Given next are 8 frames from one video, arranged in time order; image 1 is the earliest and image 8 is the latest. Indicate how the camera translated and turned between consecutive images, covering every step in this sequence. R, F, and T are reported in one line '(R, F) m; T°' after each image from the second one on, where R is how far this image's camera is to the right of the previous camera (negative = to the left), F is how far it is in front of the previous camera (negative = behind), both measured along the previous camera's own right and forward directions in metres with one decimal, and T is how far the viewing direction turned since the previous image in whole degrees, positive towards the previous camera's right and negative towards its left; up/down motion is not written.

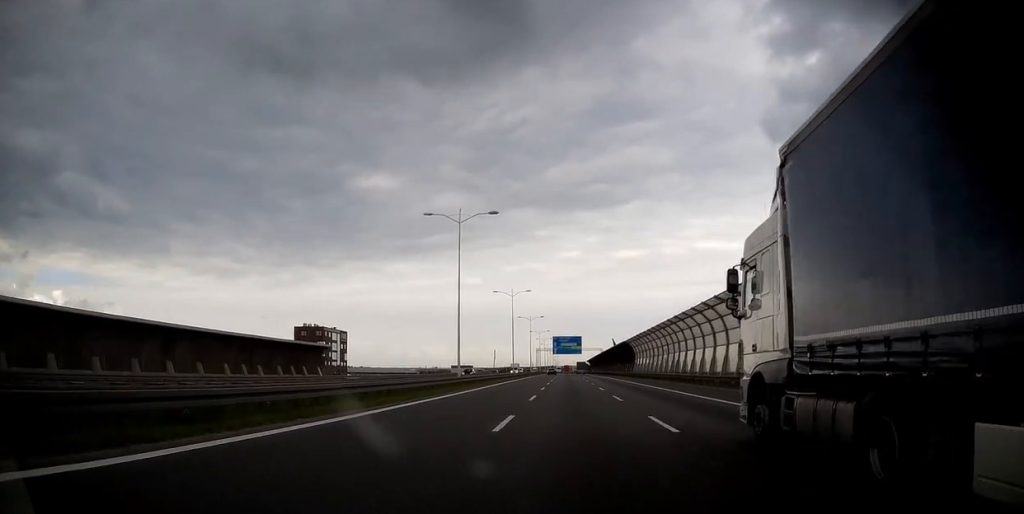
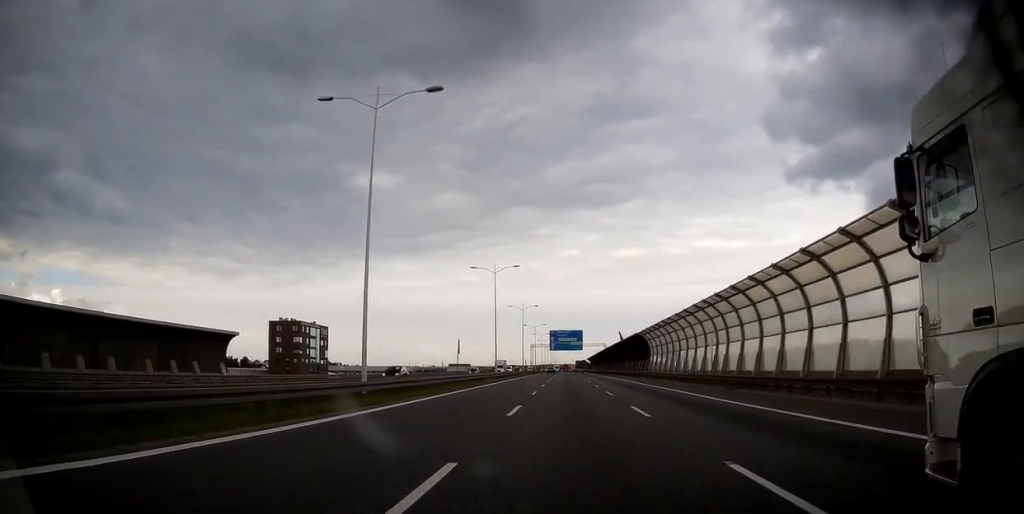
(0.0, +20.4) m; 0°
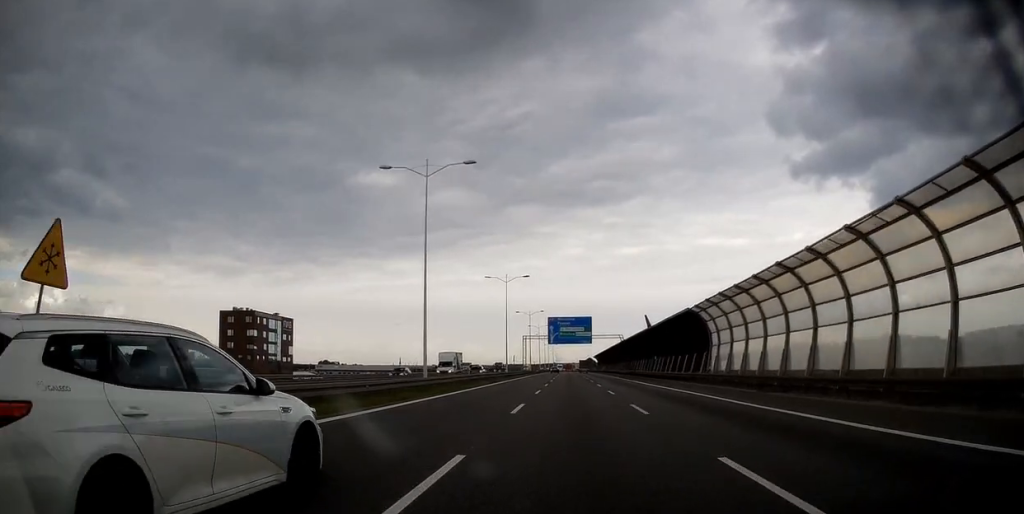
(-0.1, +35.4) m; 0°
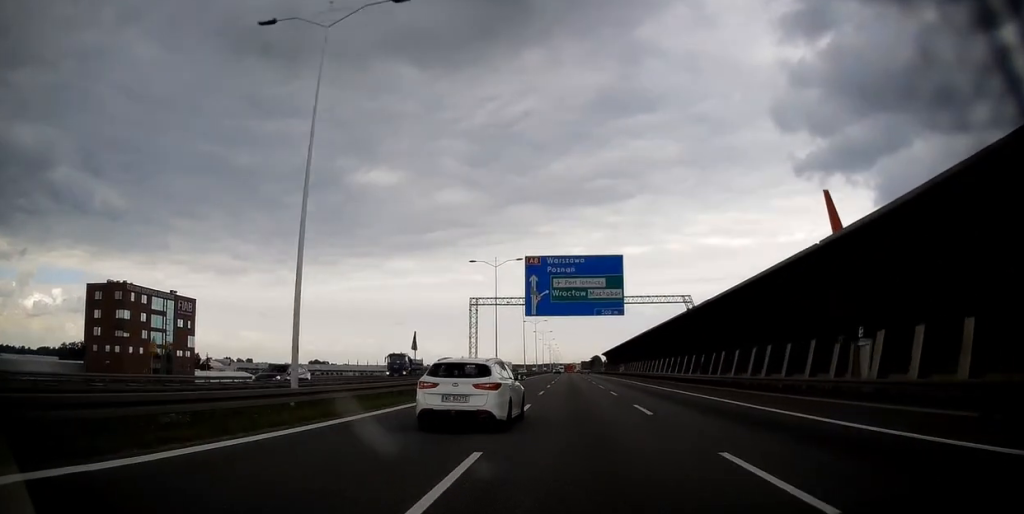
(-0.1, +59.8) m; 0°
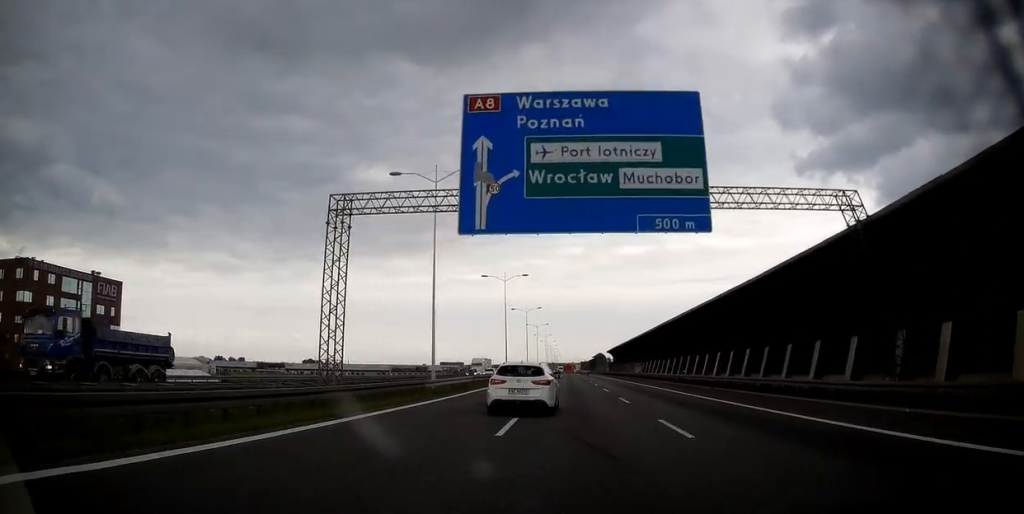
(+0.2, +29.7) m; 0°
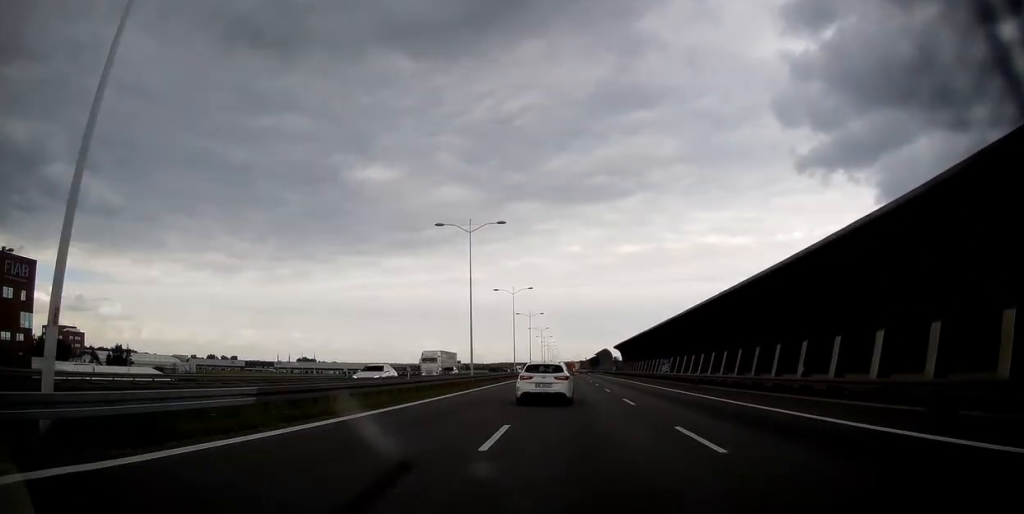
(-0.1, +26.5) m; 0°
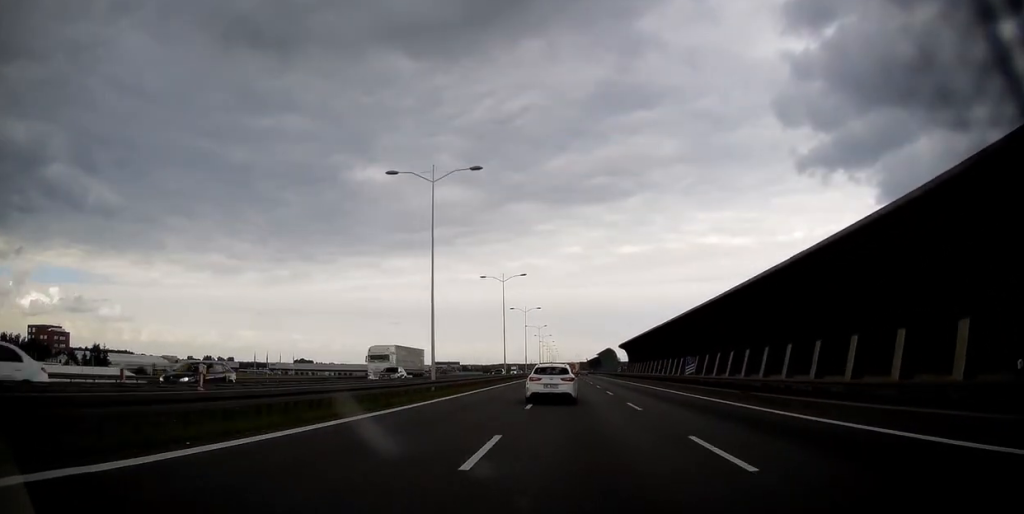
(0.0, +13.8) m; 0°
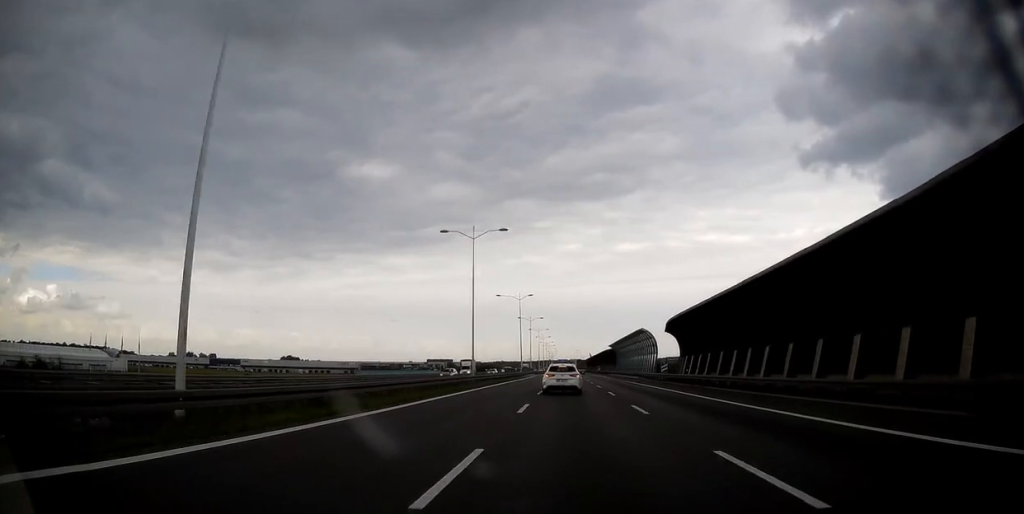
(+0.1, +62.7) m; 0°
